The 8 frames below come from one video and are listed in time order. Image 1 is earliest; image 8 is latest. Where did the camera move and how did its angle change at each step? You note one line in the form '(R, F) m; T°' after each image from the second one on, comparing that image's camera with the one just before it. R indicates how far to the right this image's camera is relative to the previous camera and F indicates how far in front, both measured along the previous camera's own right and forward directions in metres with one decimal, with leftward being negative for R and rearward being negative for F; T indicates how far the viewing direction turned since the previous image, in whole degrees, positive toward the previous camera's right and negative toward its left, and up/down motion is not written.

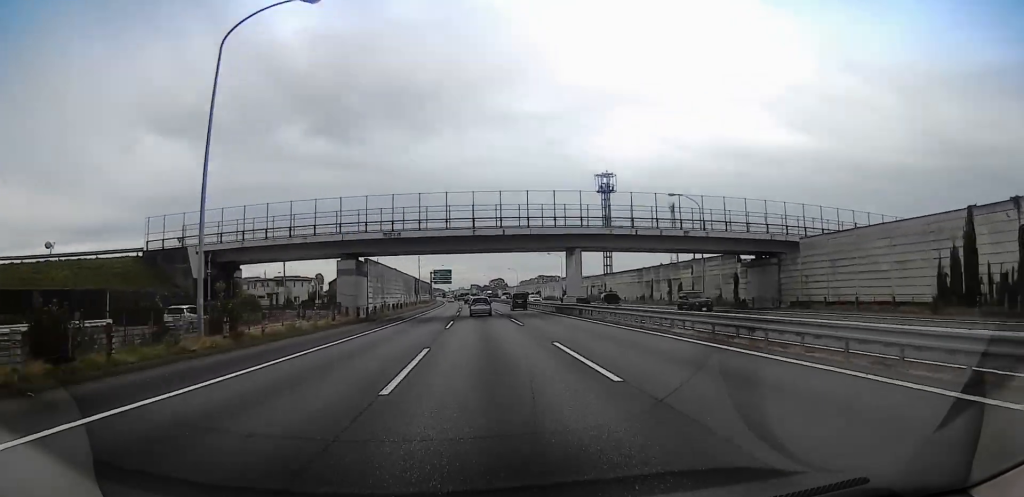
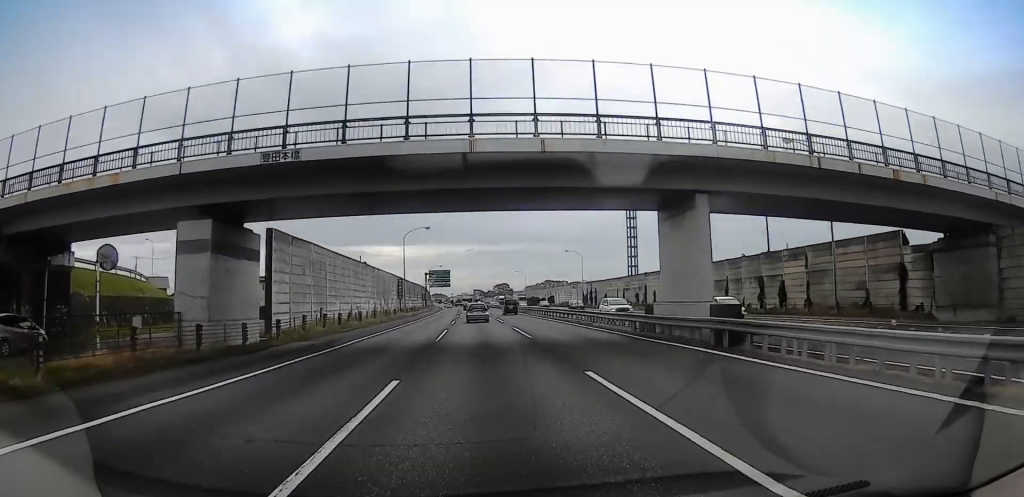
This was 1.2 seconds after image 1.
(-0.1, +25.6) m; 0°
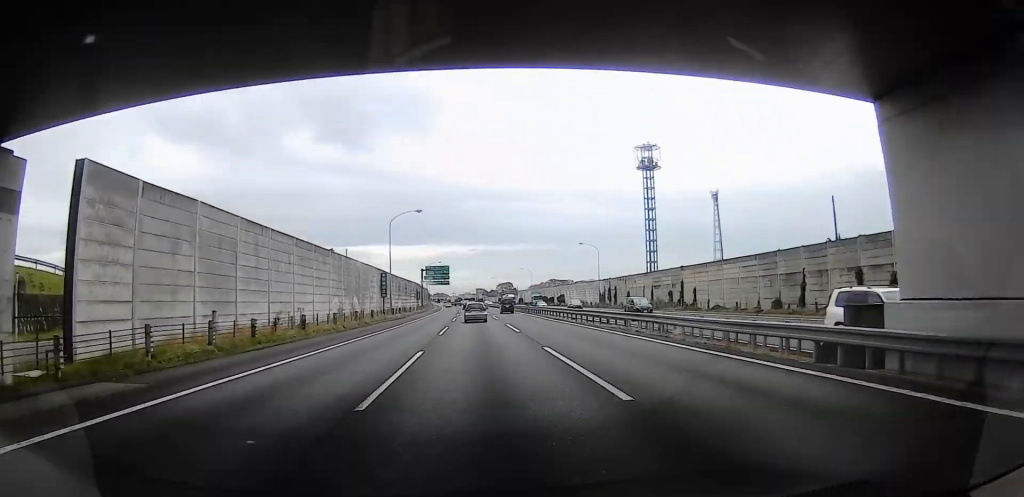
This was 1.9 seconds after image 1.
(0.0, +15.4) m; 0°
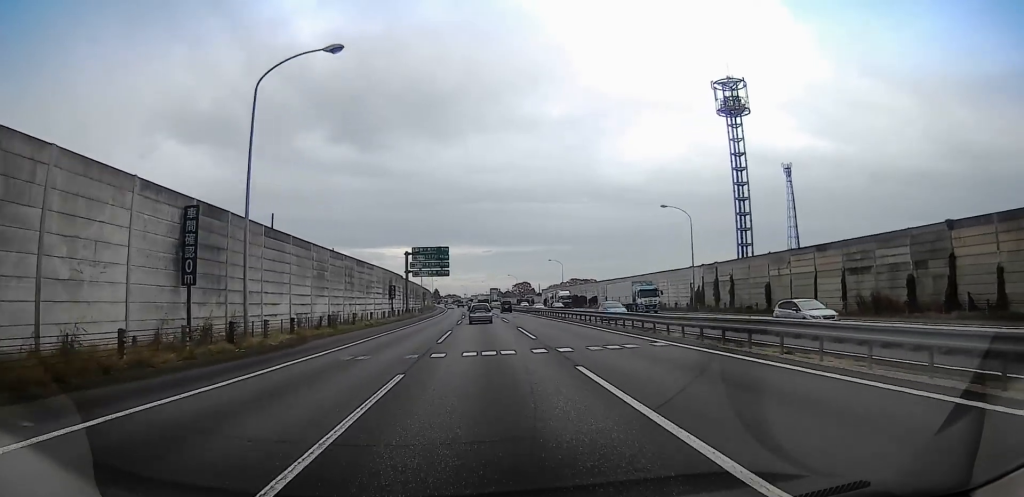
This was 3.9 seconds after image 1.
(-0.2, +45.3) m; 0°
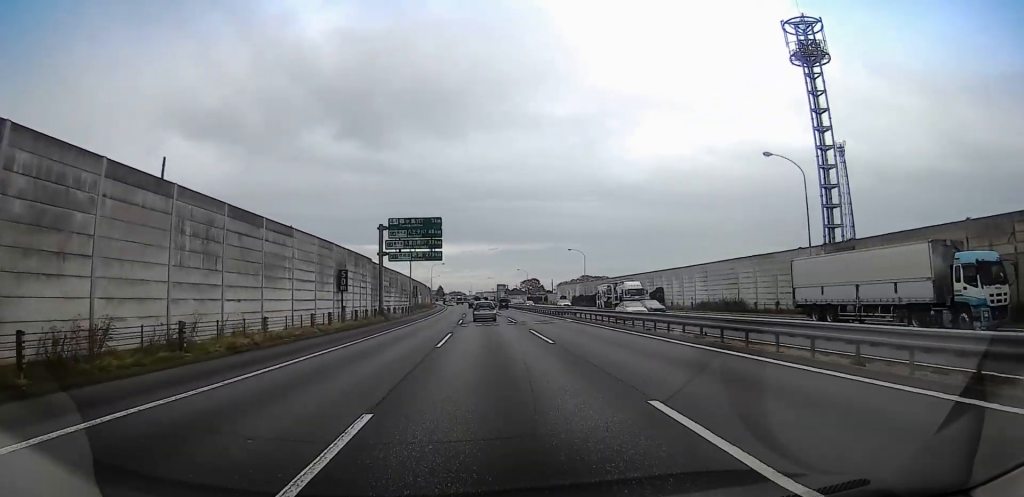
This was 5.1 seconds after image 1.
(-0.1, +25.4) m; 0°
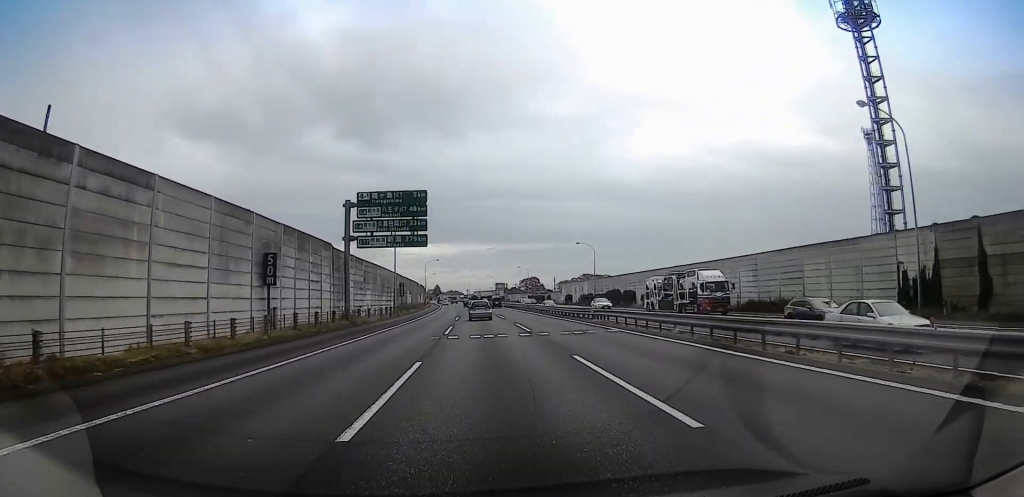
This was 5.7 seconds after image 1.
(0.0, +13.0) m; 0°
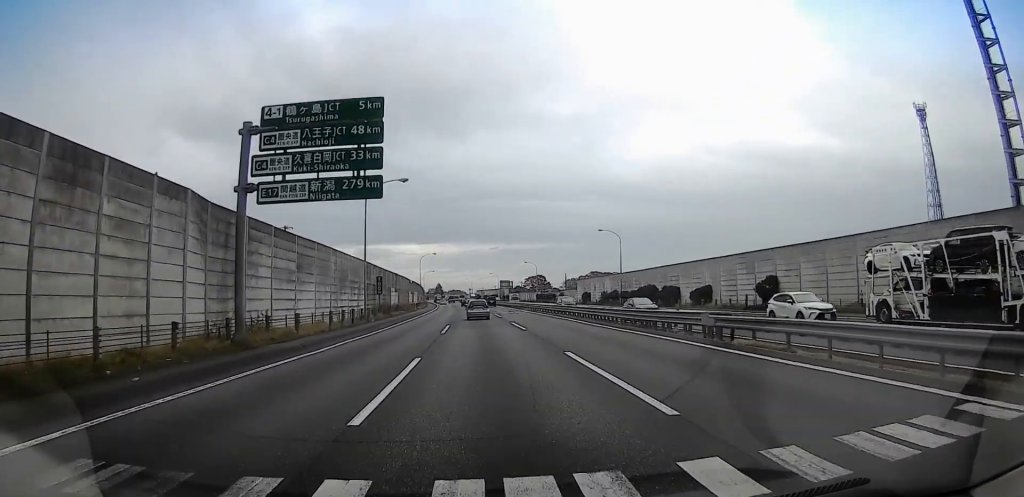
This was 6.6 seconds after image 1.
(0.0, +20.3) m; 0°
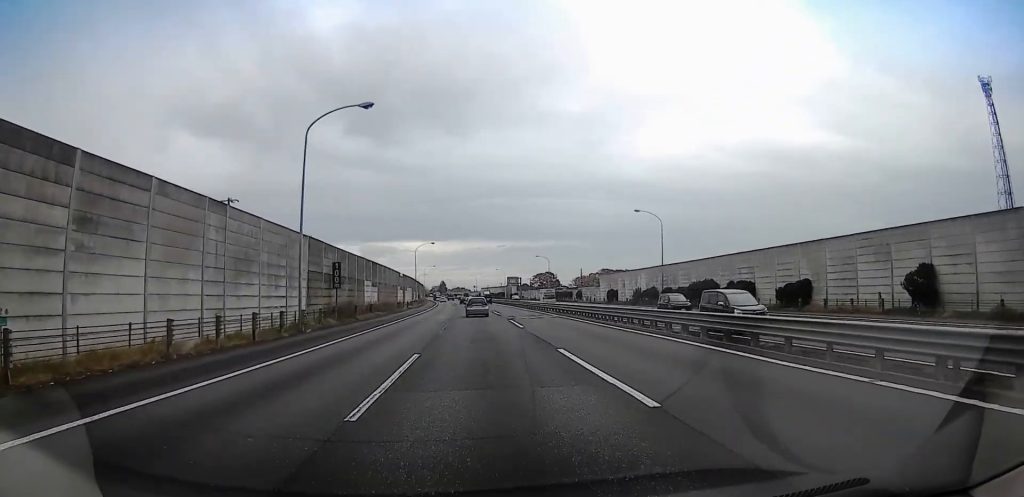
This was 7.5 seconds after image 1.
(0.0, +19.5) m; 0°
